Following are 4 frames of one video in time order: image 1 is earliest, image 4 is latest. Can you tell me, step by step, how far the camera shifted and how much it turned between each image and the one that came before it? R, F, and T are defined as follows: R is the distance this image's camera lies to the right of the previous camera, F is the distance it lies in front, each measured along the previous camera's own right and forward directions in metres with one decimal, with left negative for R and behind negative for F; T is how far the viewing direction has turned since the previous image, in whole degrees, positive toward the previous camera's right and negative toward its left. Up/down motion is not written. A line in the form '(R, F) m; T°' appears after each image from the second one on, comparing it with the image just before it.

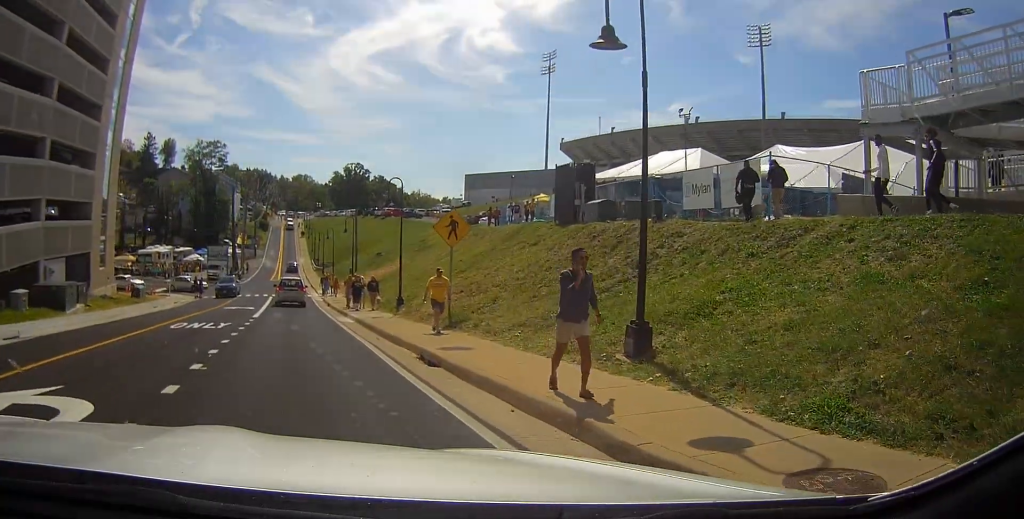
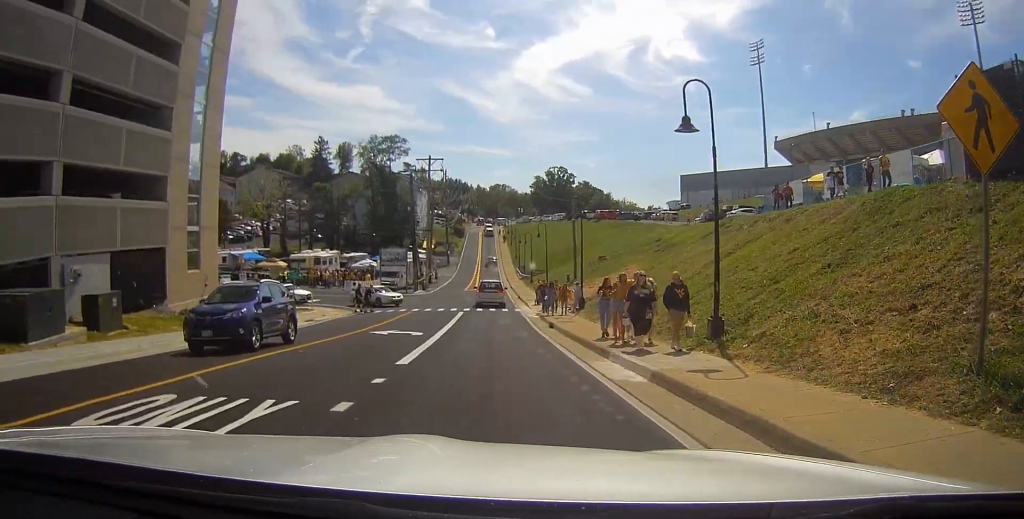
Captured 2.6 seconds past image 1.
(-0.2, +13.9) m; -5°
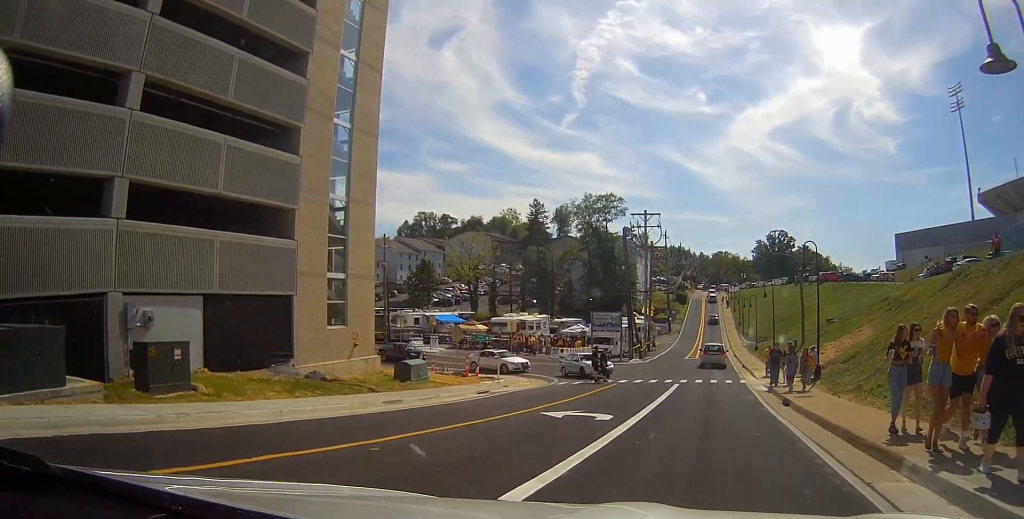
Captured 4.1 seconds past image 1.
(0.0, +6.8) m; 0°
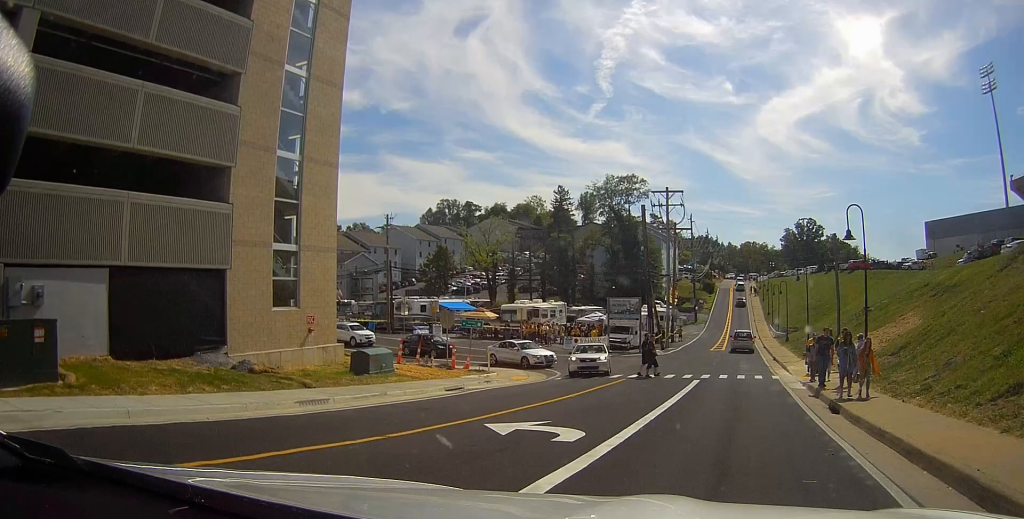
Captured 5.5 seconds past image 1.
(0.0, +5.6) m; 0°
